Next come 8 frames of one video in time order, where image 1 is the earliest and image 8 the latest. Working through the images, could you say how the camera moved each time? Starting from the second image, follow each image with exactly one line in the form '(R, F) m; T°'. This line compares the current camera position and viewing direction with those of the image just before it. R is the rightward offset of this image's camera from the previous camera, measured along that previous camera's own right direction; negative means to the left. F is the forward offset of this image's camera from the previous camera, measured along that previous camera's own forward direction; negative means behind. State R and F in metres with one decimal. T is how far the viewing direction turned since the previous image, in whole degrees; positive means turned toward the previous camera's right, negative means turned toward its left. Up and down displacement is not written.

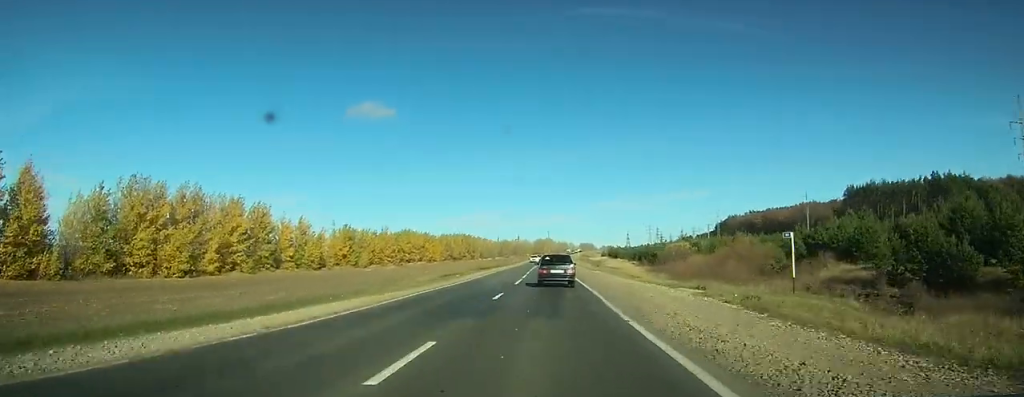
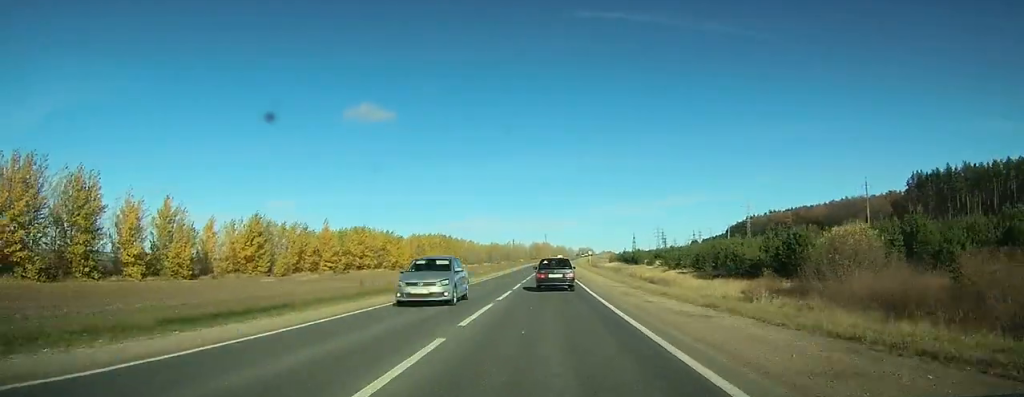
(+0.3, +59.6) m; +1°
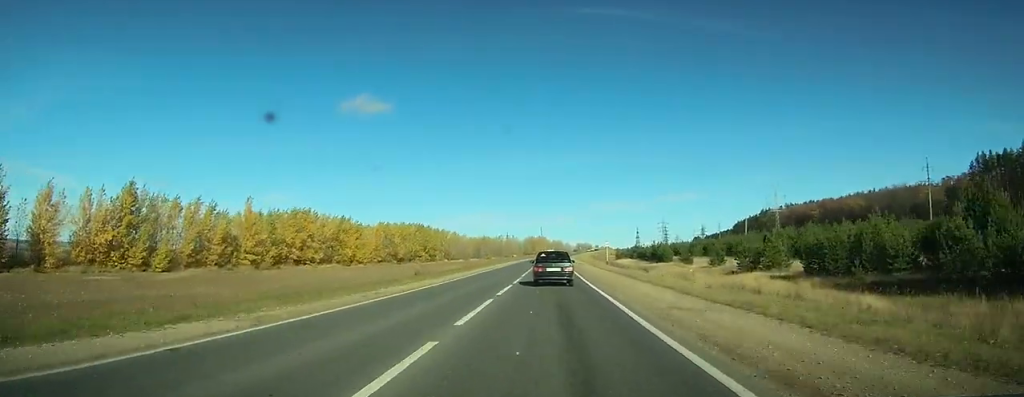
(+0.2, +41.1) m; 0°
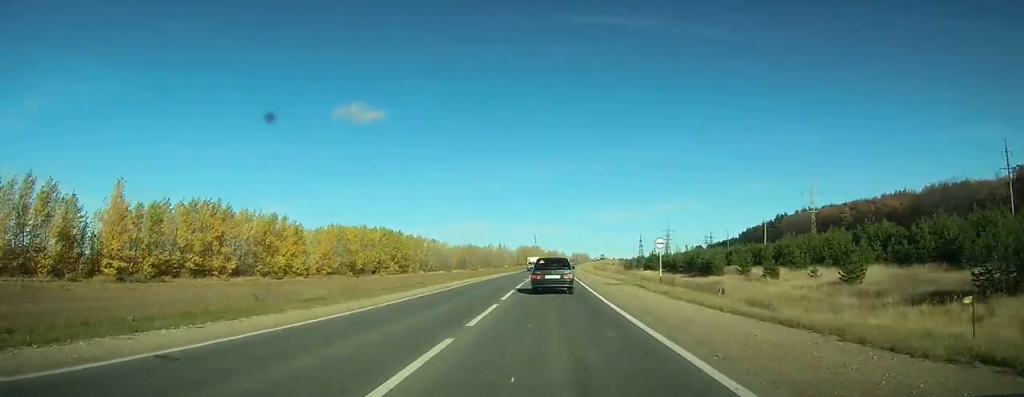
(+0.1, +38.4) m; 0°
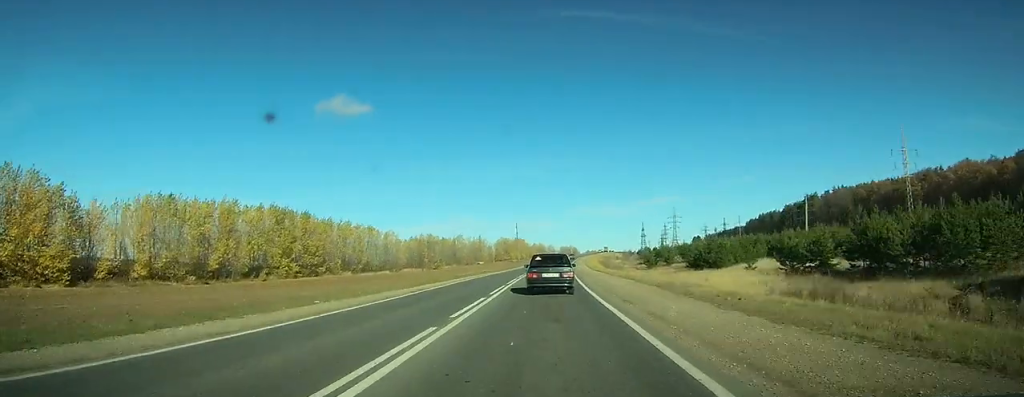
(+0.3, +64.9) m; +1°
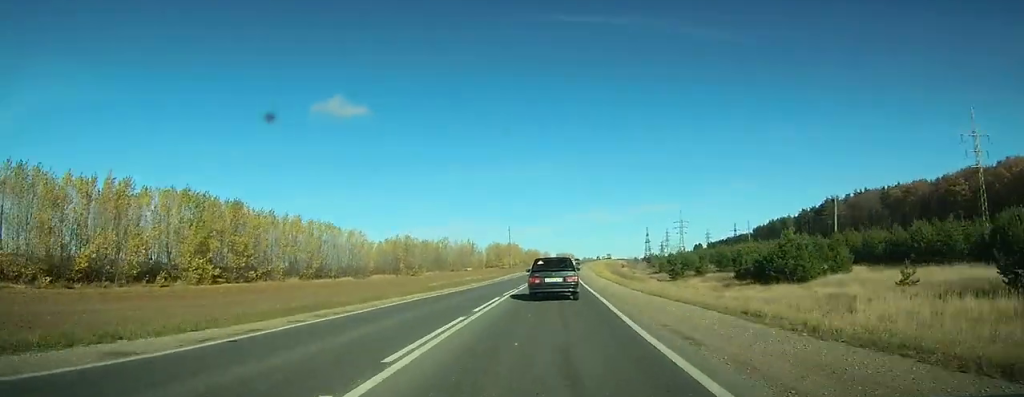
(+0.1, +28.6) m; 0°
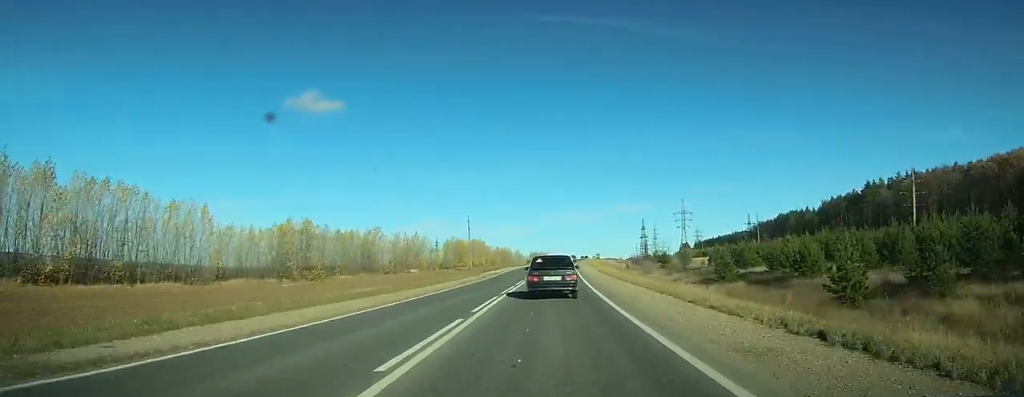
(+0.8, +64.0) m; +2°
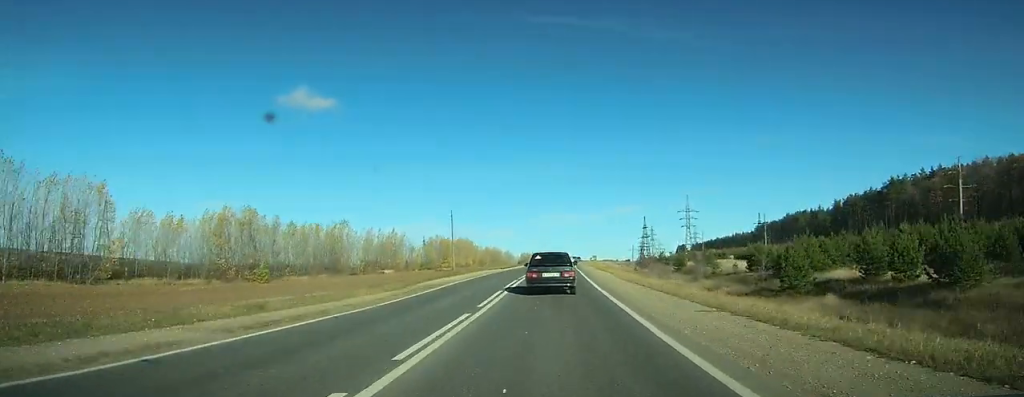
(+0.1, +23.2) m; +1°
